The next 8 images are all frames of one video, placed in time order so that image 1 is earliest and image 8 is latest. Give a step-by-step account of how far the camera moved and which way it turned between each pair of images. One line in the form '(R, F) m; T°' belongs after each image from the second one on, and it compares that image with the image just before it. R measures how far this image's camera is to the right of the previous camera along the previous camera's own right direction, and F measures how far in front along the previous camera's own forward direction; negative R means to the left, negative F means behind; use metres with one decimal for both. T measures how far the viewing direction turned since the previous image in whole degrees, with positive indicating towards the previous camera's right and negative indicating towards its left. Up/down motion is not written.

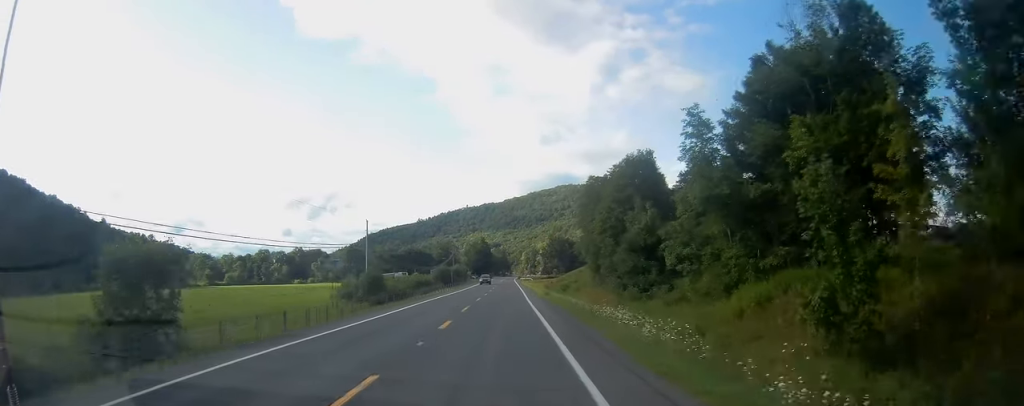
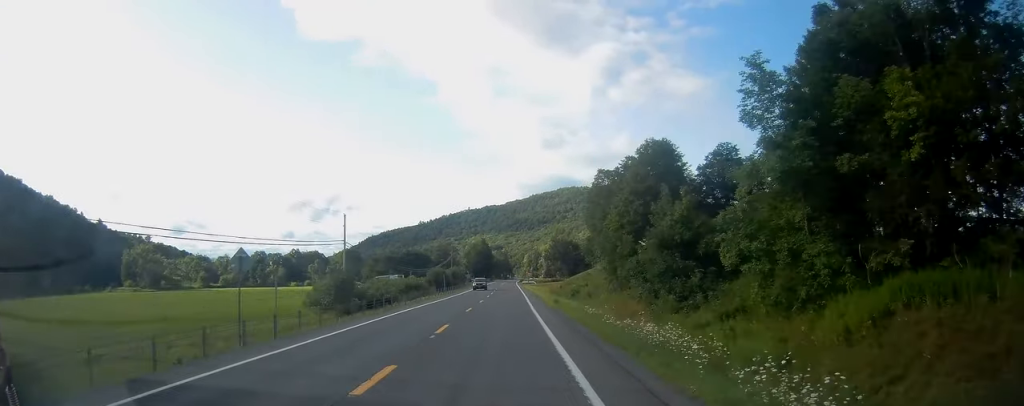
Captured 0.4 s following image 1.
(-0.1, +10.6) m; 0°
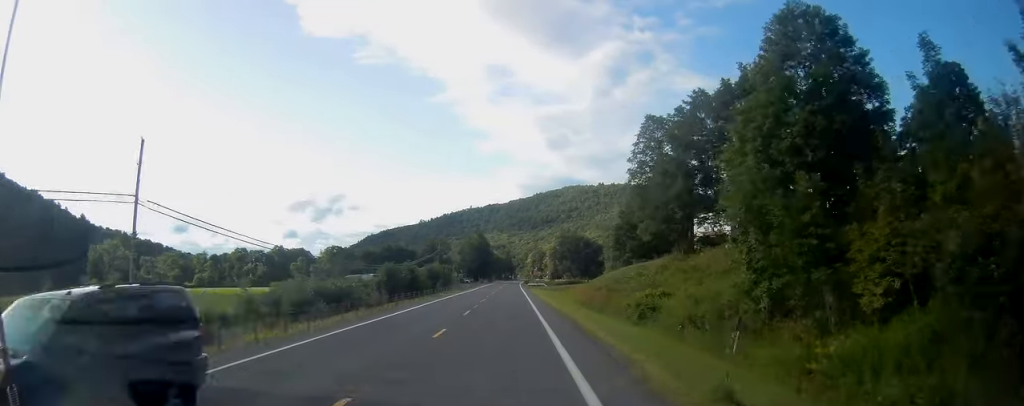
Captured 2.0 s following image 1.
(-0.1, +37.6) m; 0°
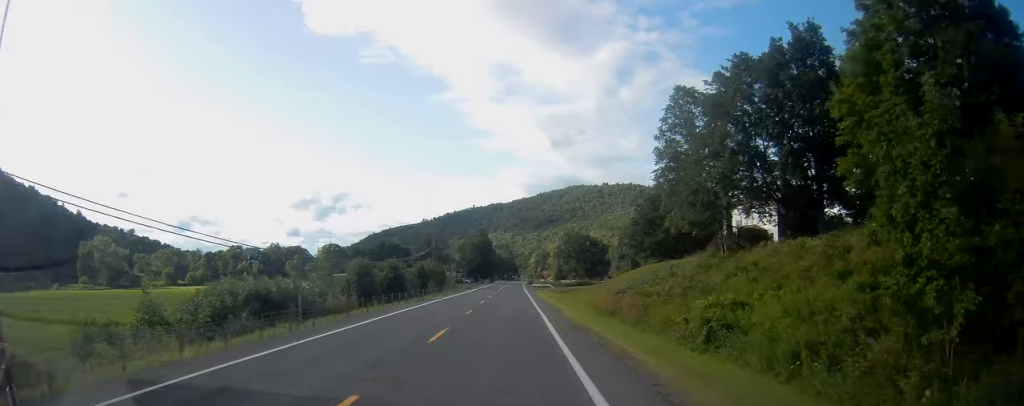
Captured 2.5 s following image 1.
(0.0, +11.9) m; 0°
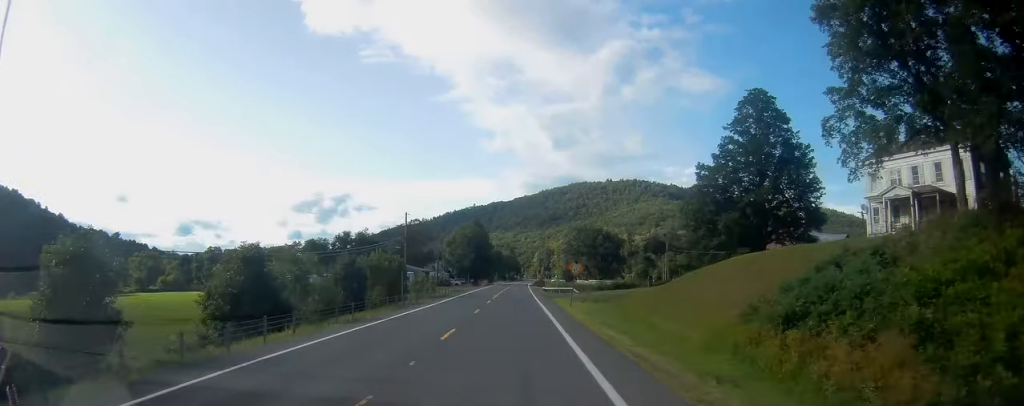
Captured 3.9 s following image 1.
(-0.1, +33.4) m; 0°
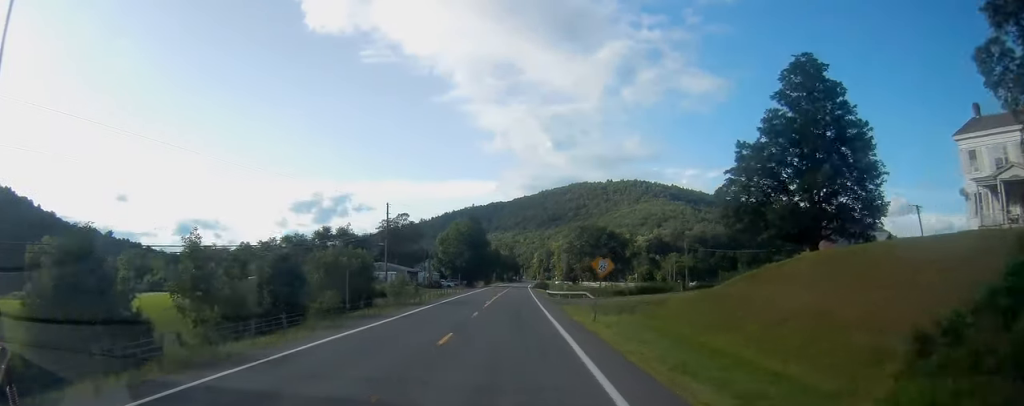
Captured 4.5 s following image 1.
(-0.1, +13.0) m; 0°
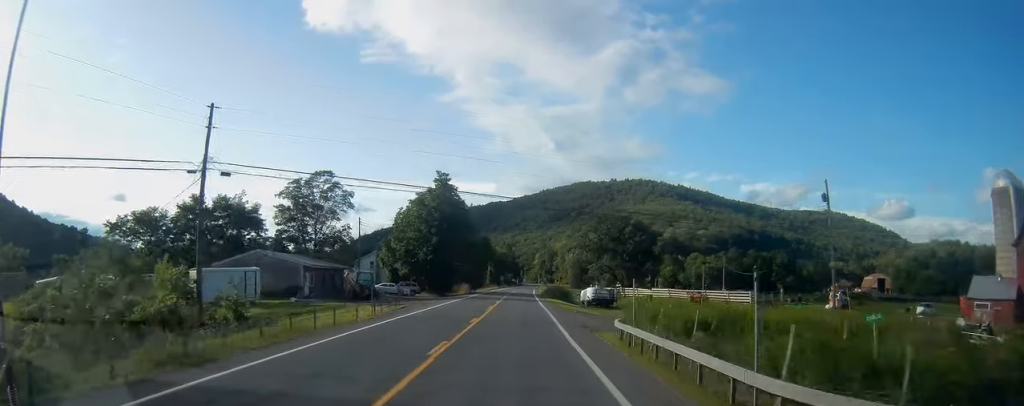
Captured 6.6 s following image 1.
(-0.3, +47.9) m; -1°
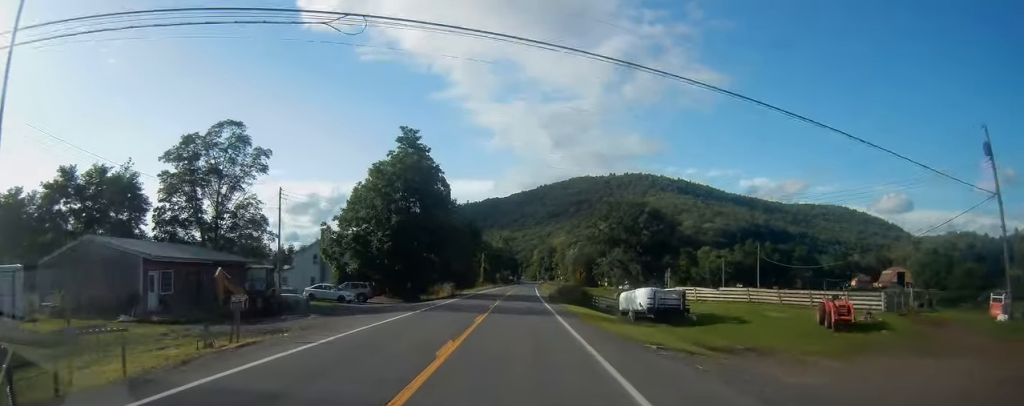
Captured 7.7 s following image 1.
(+0.1, +23.1) m; +1°
